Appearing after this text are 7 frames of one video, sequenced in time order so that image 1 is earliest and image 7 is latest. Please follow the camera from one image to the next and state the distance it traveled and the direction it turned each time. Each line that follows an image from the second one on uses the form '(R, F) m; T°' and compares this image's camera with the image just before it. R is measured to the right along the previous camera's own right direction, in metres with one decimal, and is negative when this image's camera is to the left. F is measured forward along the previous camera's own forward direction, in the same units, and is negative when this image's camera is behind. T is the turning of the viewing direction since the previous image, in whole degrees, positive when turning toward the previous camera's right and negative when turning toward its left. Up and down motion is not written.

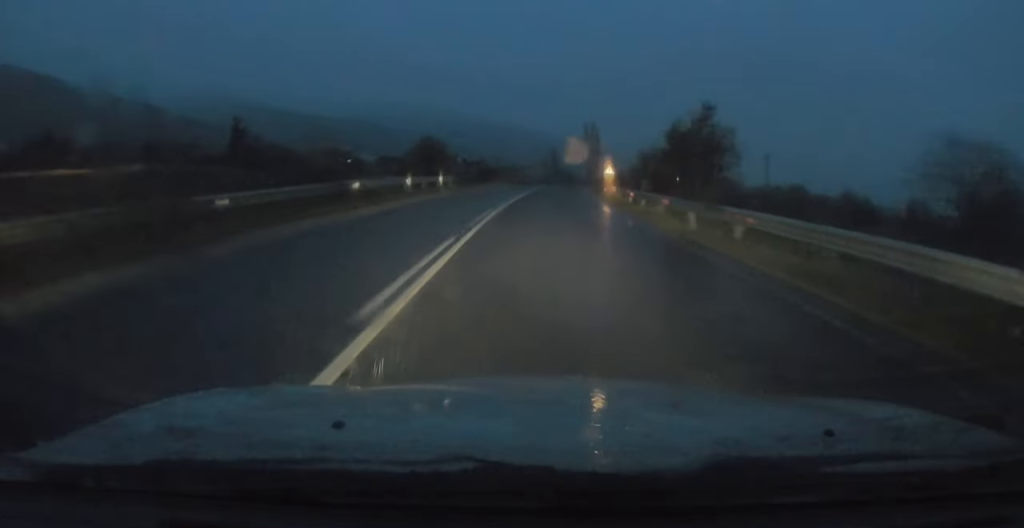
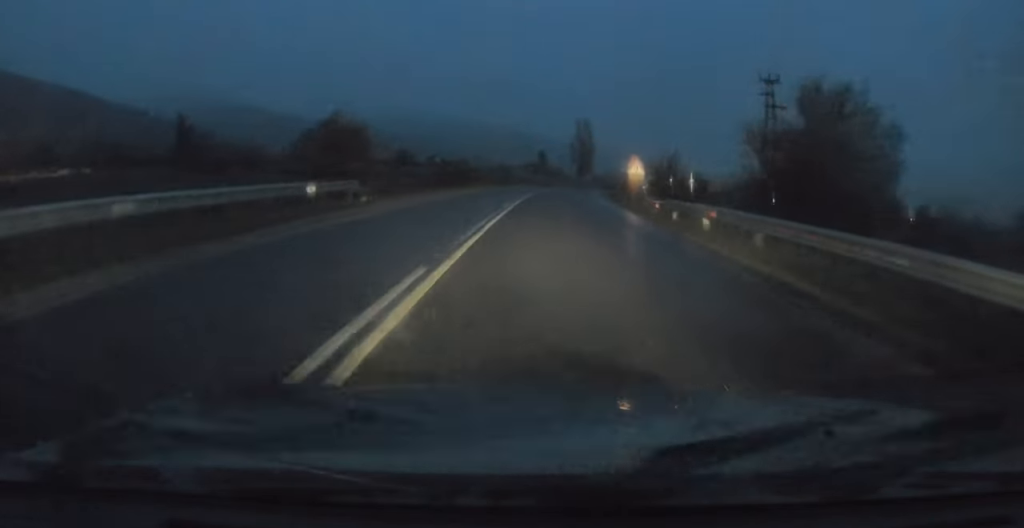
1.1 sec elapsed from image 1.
(+0.4, +20.4) m; +2°
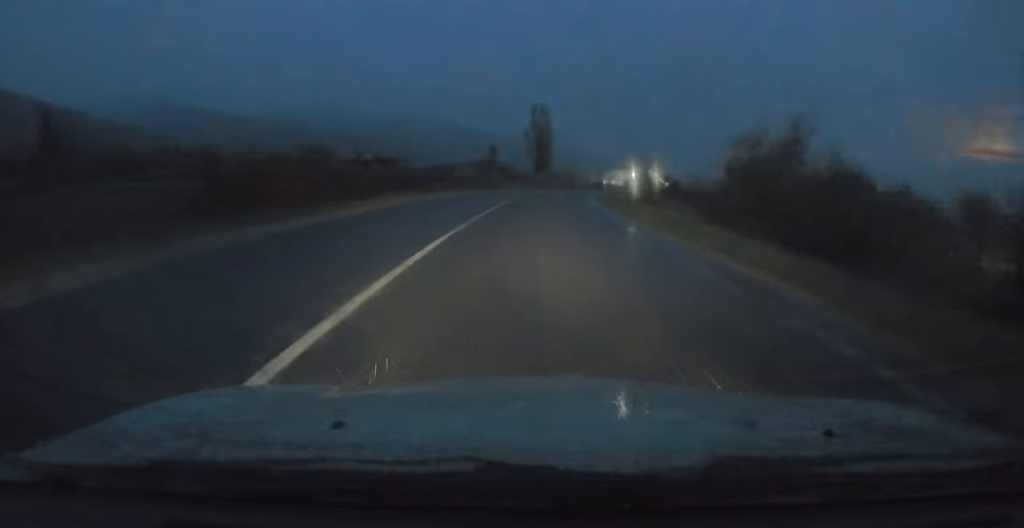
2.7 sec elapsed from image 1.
(+1.3, +31.9) m; +5°
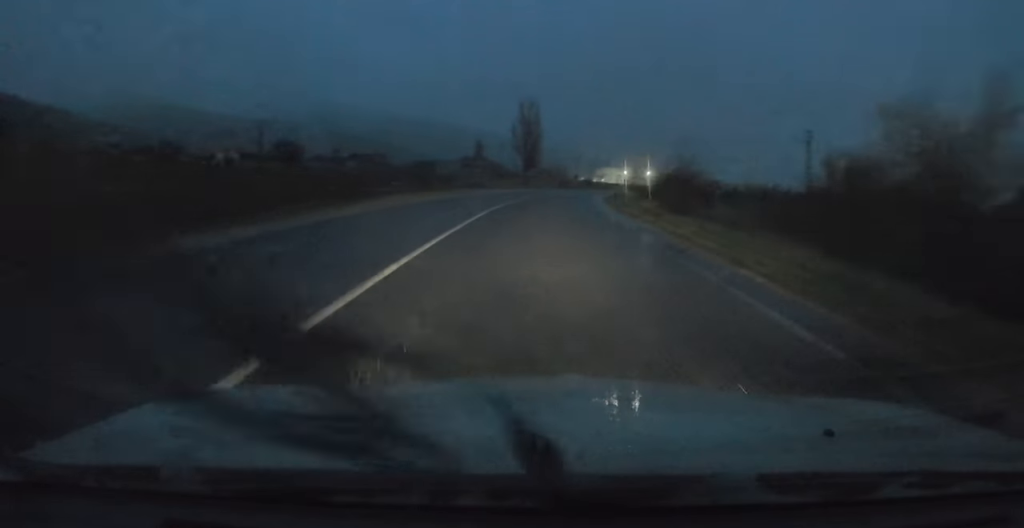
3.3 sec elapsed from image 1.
(0.0, +10.9) m; +1°
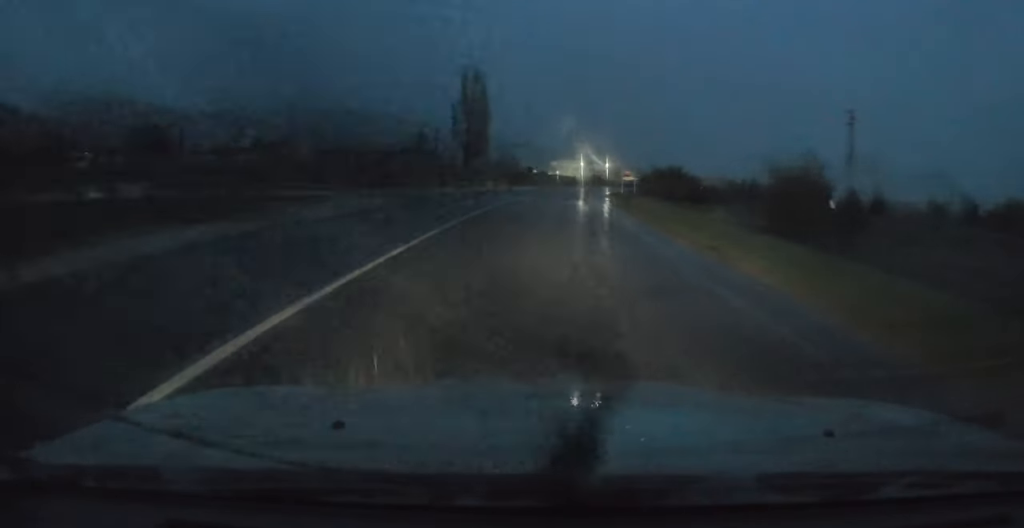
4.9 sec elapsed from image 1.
(+1.3, +31.5) m; +5°
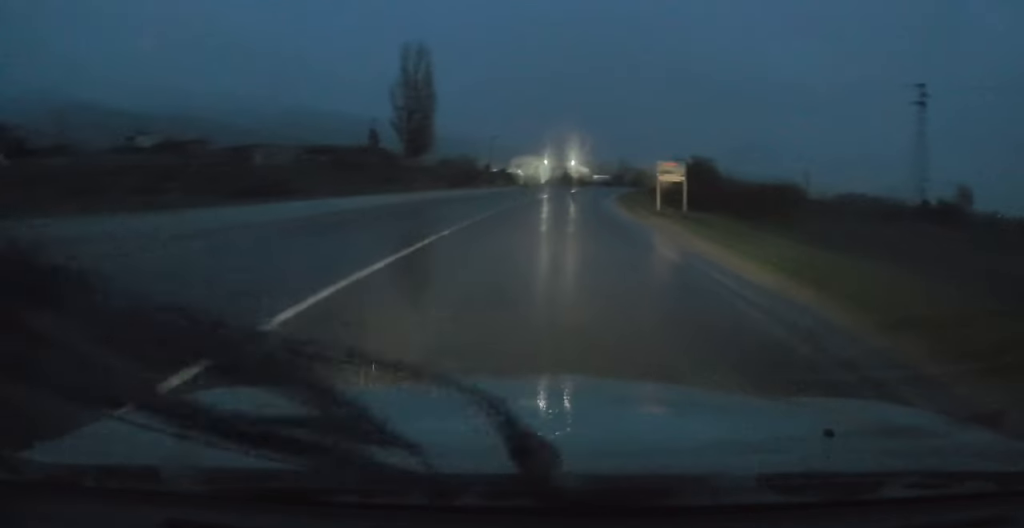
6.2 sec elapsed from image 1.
(+0.7, +24.7) m; +4°
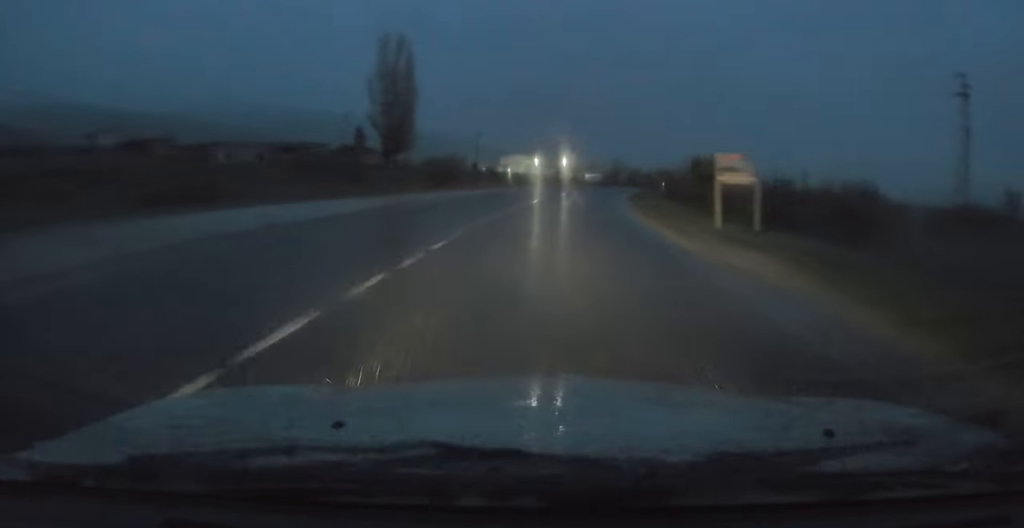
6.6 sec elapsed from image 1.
(+0.1, +8.5) m; +2°
